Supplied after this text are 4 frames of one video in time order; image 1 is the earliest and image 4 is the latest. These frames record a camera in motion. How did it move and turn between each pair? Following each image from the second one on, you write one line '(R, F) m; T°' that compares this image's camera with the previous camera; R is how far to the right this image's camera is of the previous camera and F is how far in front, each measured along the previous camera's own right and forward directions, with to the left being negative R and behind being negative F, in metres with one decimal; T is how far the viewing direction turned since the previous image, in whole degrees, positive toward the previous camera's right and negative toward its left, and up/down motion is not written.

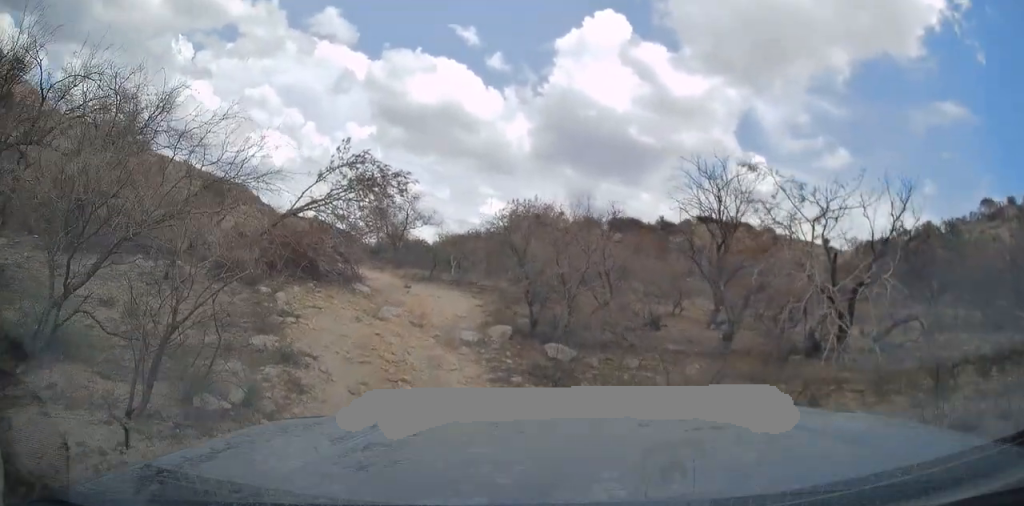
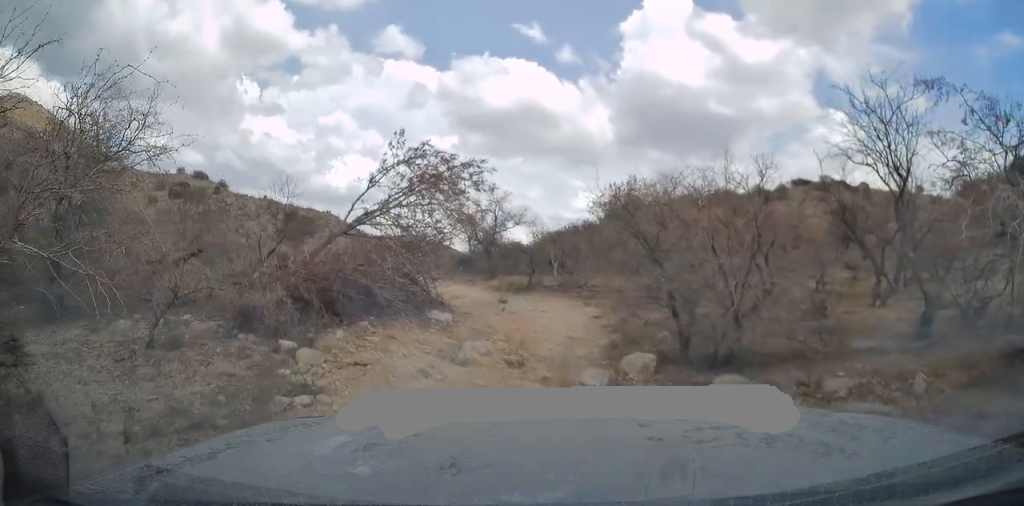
(-0.4, +3.9) m; -8°
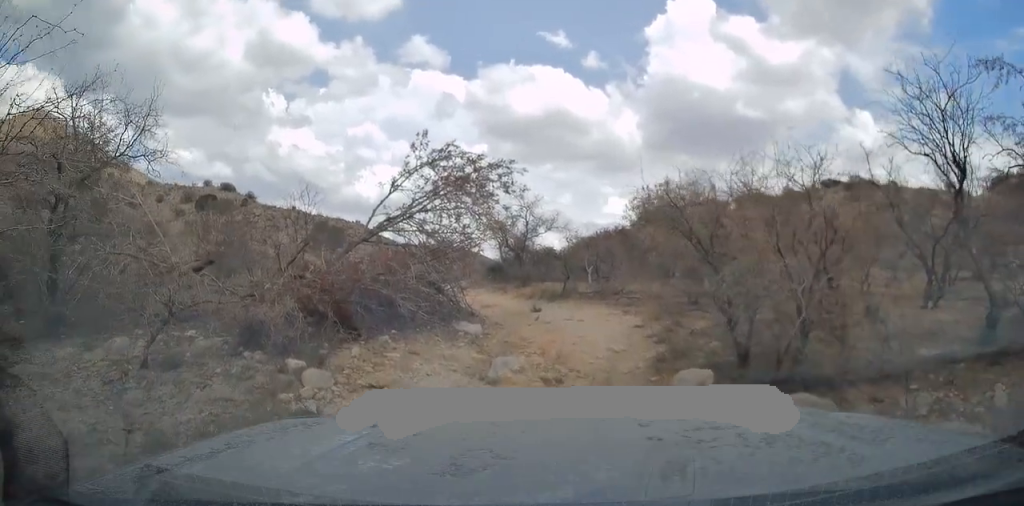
(+0.1, +0.9) m; 0°
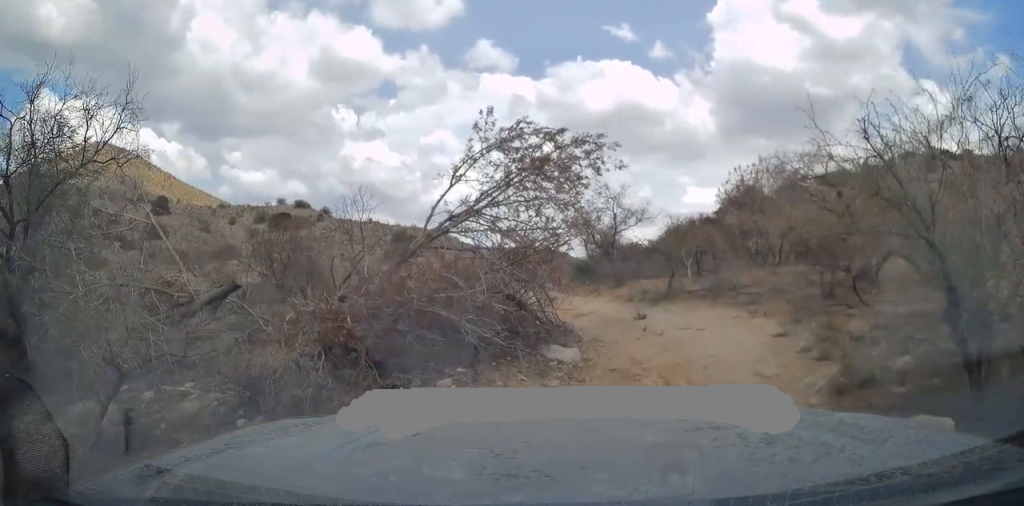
(-0.1, +2.7) m; -2°
